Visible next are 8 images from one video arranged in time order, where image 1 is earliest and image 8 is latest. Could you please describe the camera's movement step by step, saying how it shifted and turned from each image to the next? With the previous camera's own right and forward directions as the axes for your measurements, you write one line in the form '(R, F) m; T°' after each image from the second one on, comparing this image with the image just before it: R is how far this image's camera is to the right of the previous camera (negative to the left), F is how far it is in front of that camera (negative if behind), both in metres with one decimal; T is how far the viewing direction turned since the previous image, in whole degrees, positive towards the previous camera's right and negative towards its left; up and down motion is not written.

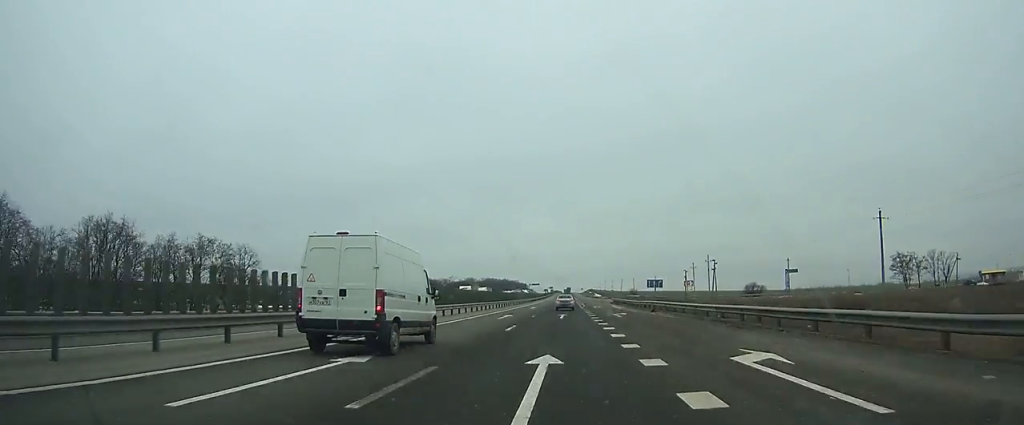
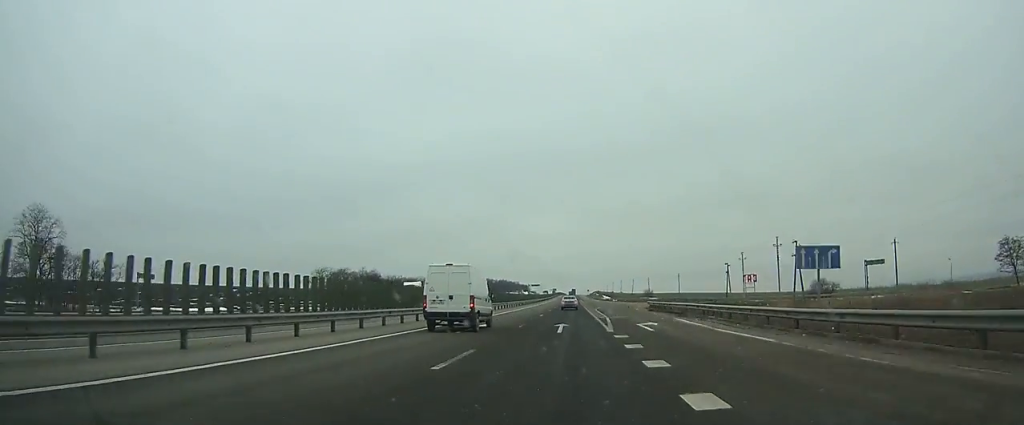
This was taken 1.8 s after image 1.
(-0.1, +45.0) m; 0°
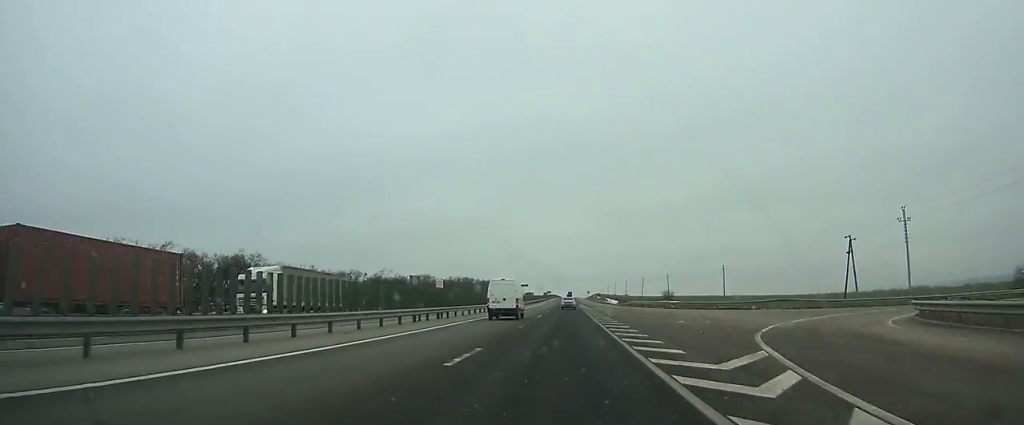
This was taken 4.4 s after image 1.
(-0.2, +65.3) m; 0°
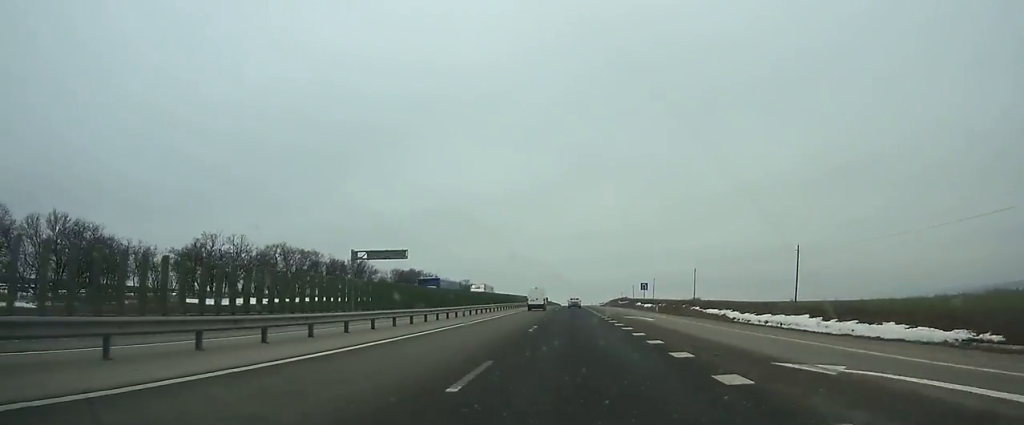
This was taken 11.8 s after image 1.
(+0.5, +195.9) m; 0°
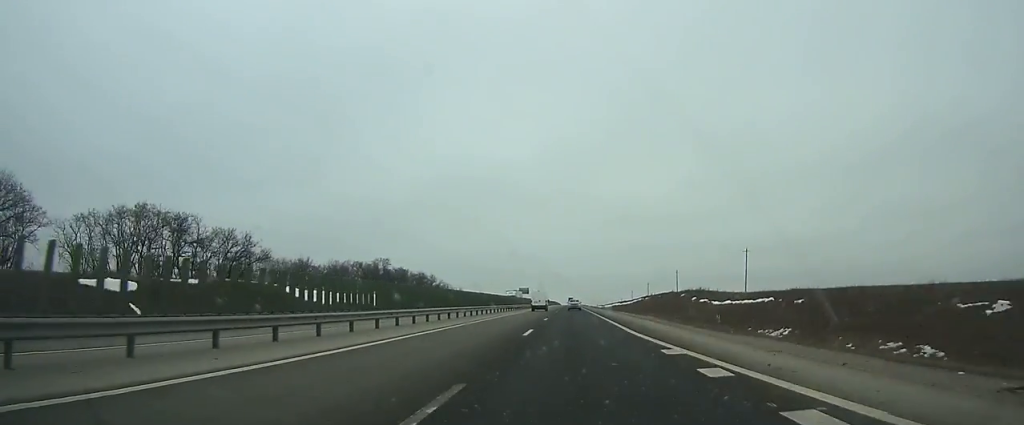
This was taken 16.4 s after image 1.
(+0.1, +131.1) m; 0°
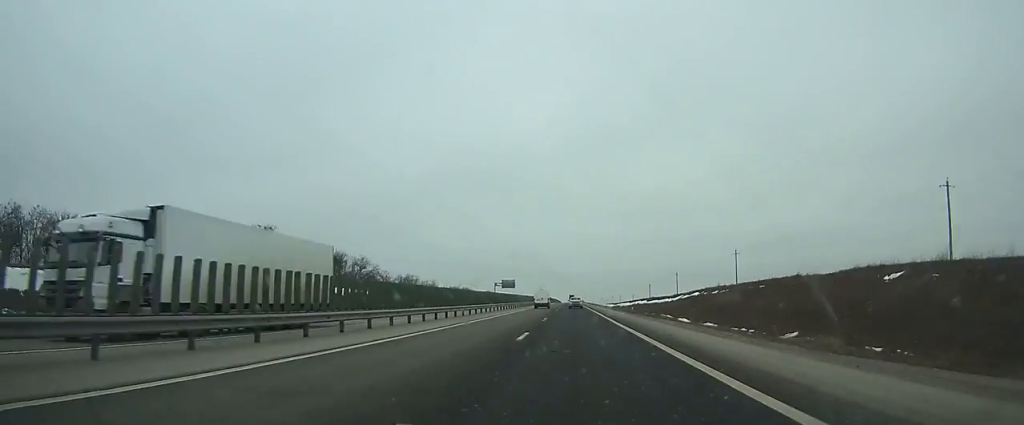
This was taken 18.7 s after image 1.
(+0.1, +67.5) m; 0°
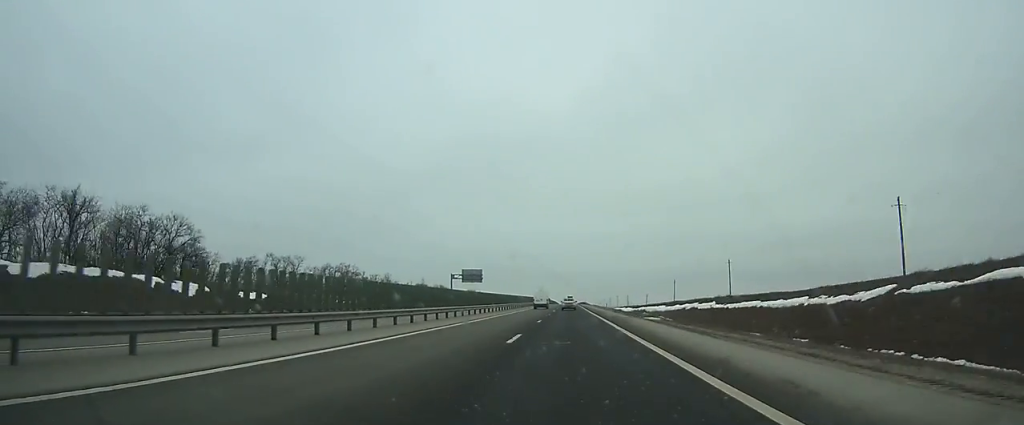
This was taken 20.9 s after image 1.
(+0.1, +65.9) m; 0°
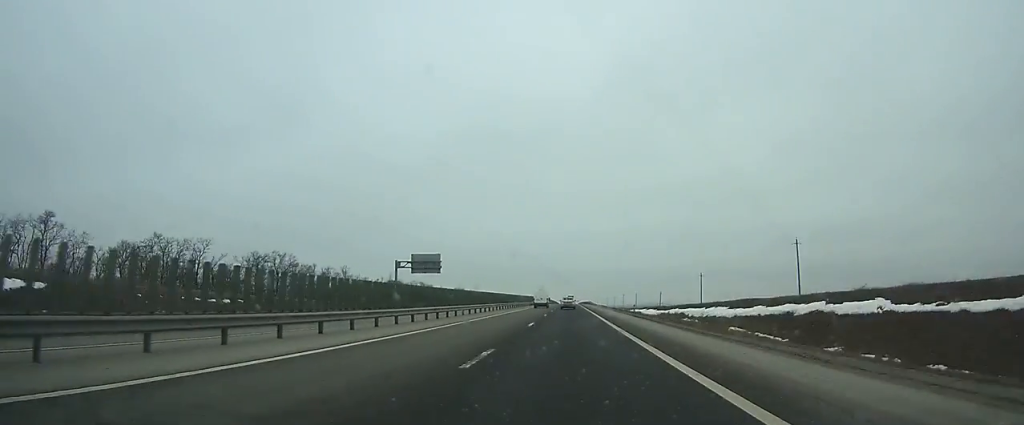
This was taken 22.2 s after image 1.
(0.0, +39.2) m; 0°
